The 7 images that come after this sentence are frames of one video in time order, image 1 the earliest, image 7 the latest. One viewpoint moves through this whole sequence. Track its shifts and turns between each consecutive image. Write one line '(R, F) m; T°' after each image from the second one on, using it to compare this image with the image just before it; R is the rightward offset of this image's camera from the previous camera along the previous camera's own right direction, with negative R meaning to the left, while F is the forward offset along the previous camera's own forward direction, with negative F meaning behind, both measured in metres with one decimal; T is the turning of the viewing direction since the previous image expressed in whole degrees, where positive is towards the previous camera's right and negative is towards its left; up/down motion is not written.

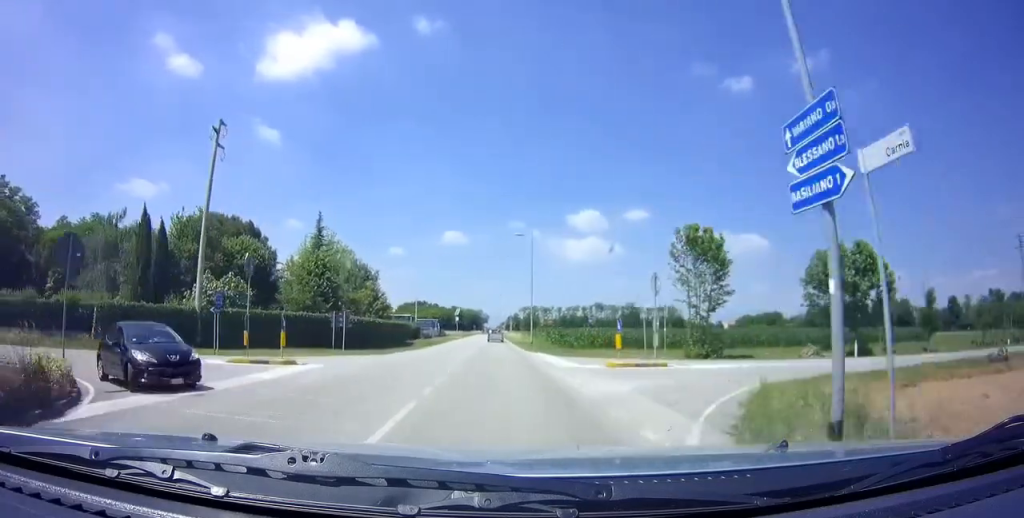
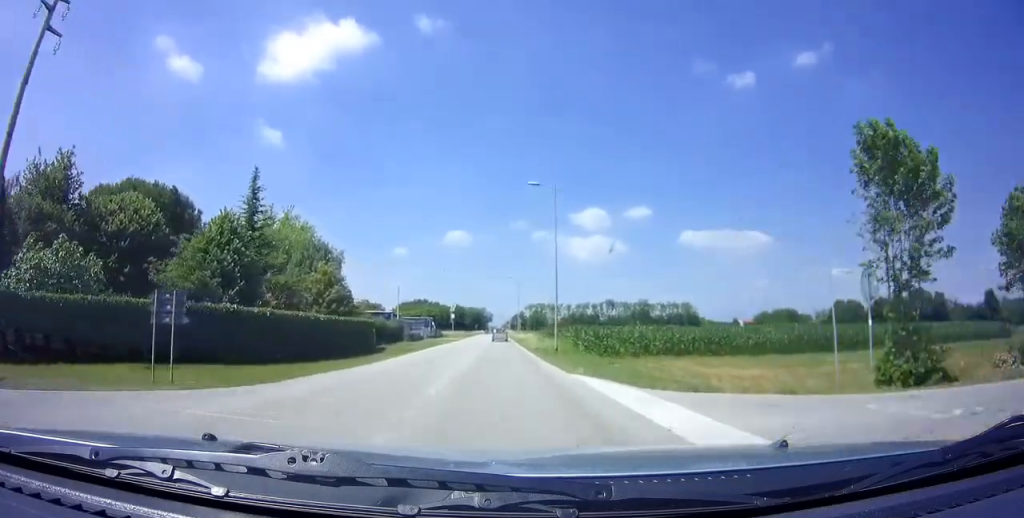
(0.0, +16.7) m; 0°
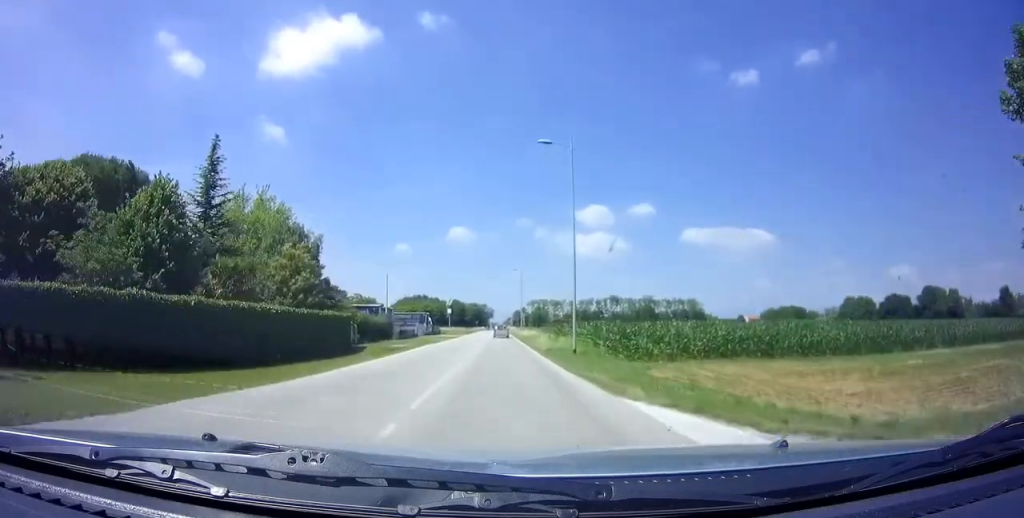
(0.0, +6.7) m; 0°
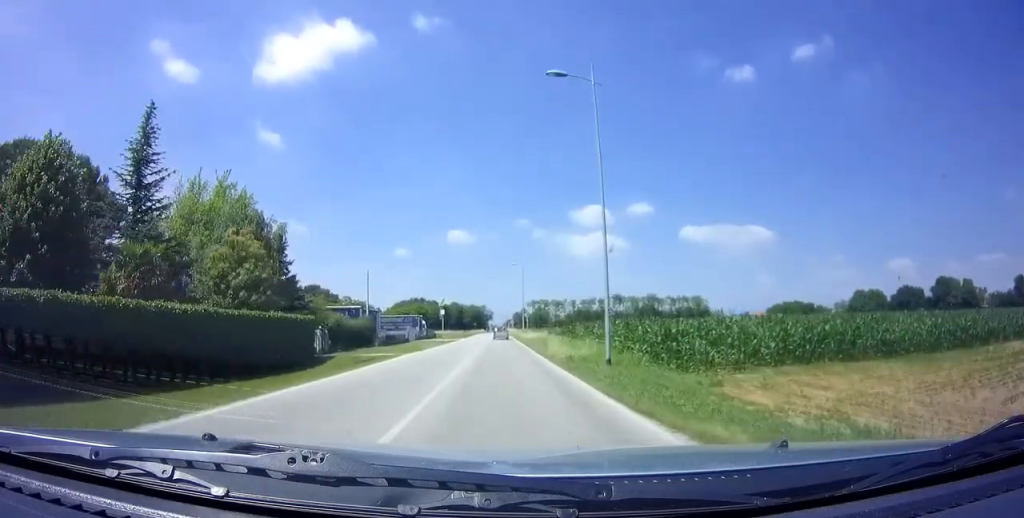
(0.0, +8.3) m; 0°
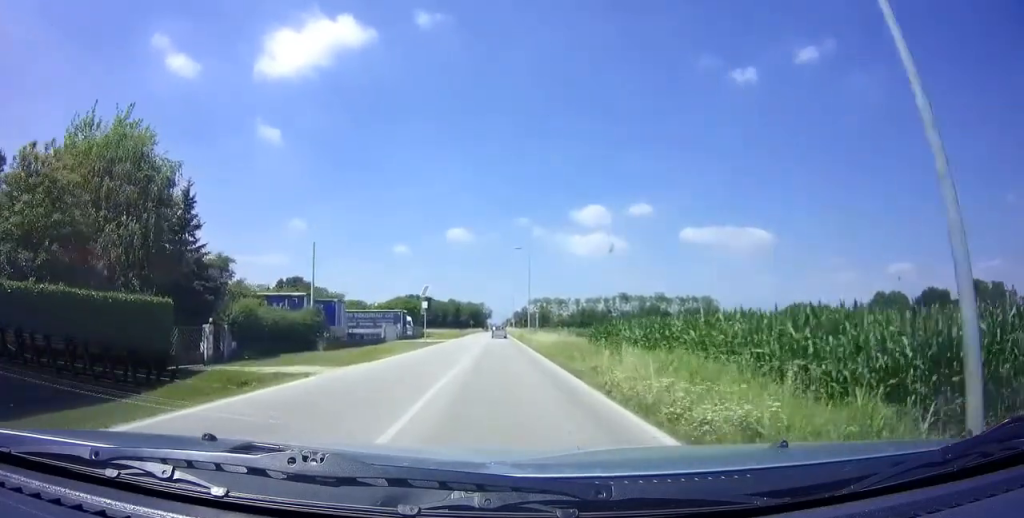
(-0.1, +13.3) m; 0°
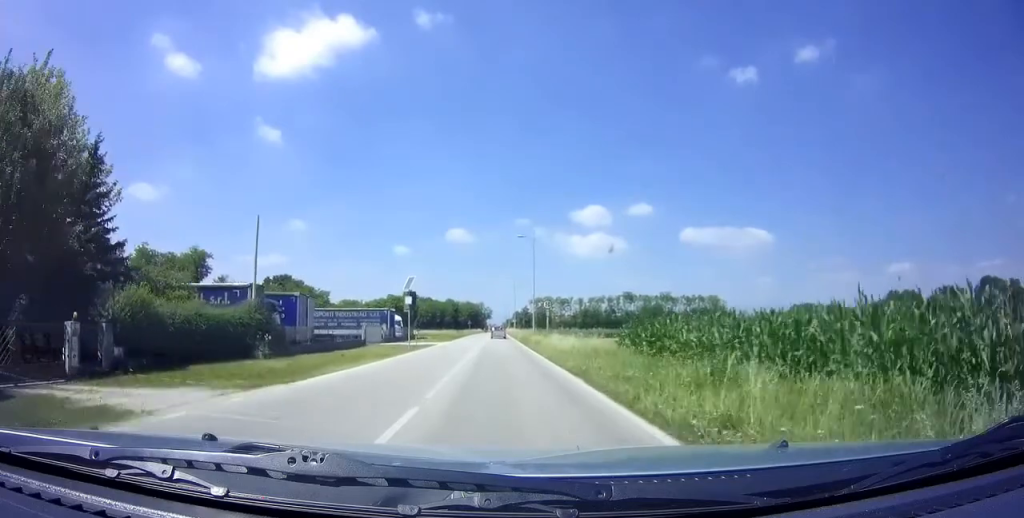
(0.0, +7.2) m; 0°
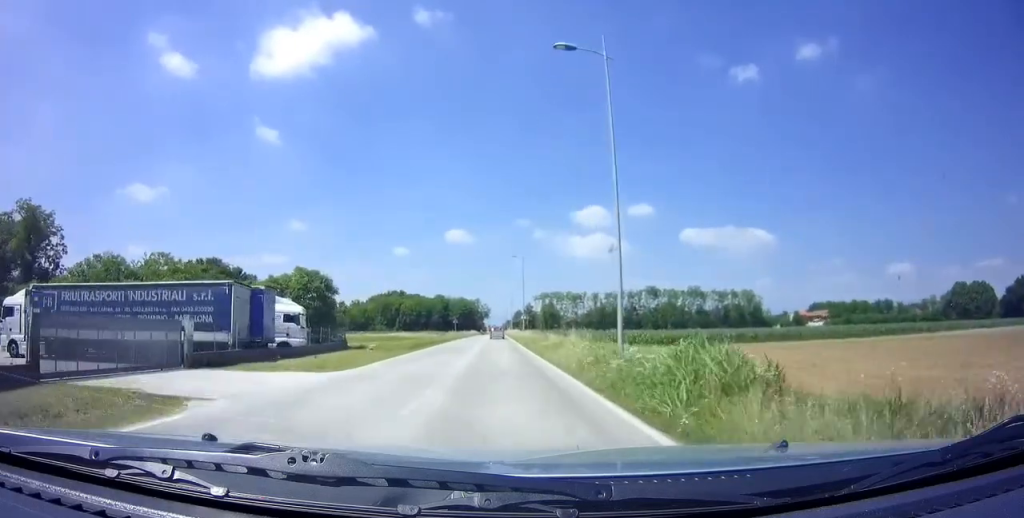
(+0.4, +36.3) m; +1°
